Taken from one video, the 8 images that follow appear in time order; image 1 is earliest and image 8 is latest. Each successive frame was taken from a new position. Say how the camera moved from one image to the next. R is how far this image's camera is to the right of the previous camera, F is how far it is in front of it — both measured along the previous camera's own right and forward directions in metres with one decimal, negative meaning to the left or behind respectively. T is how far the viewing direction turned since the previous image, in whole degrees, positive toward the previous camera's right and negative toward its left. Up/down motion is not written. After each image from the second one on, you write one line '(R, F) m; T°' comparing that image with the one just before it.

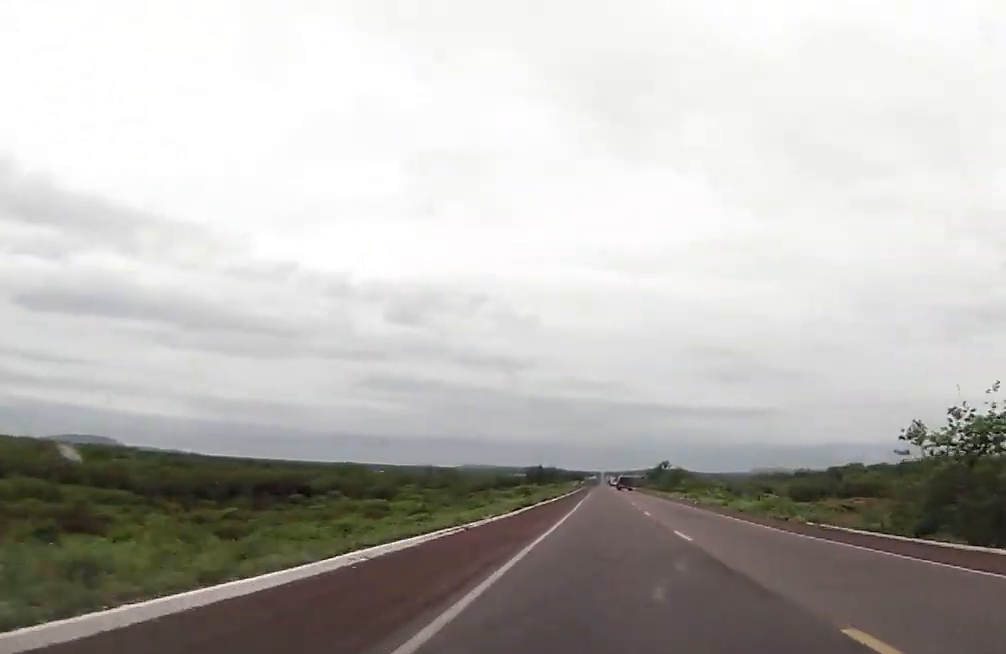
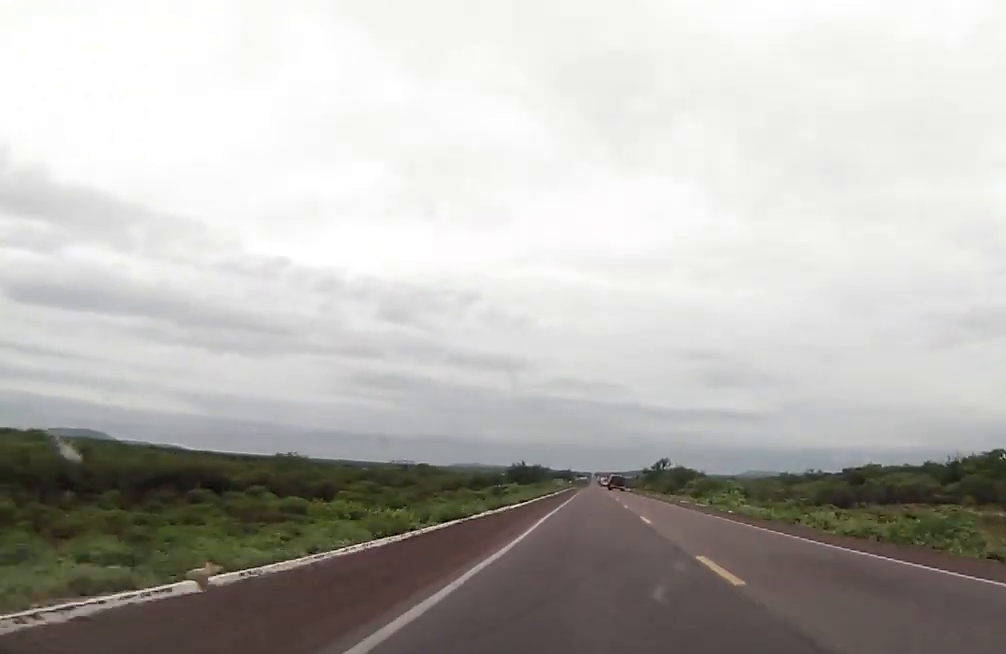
(0.0, +24.6) m; +1°
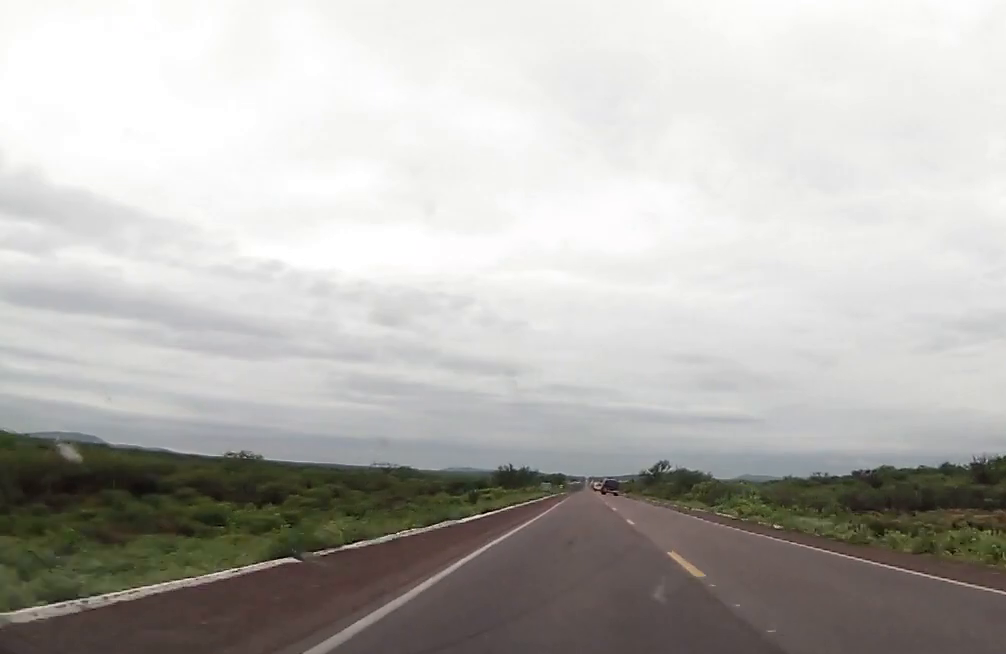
(-0.2, +15.1) m; +1°
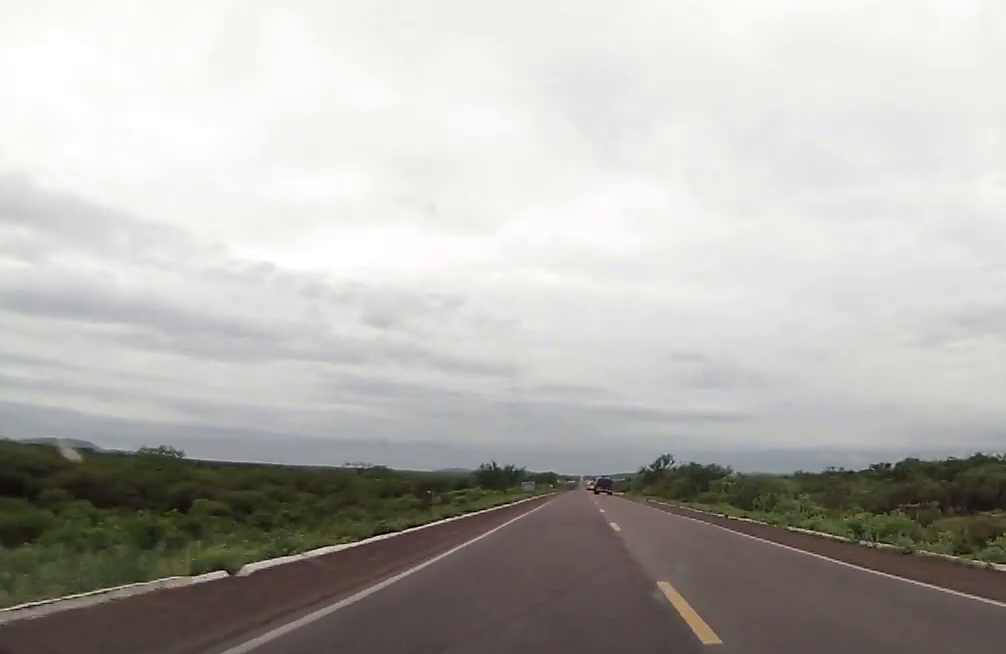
(+0.4, +20.7) m; +1°
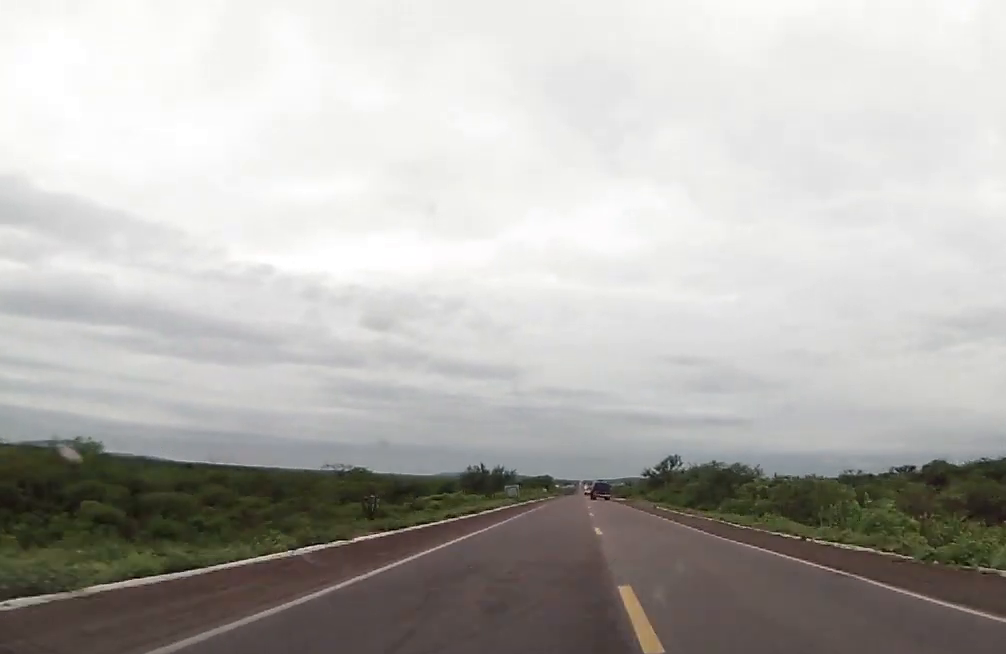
(+0.4, +16.4) m; 0°
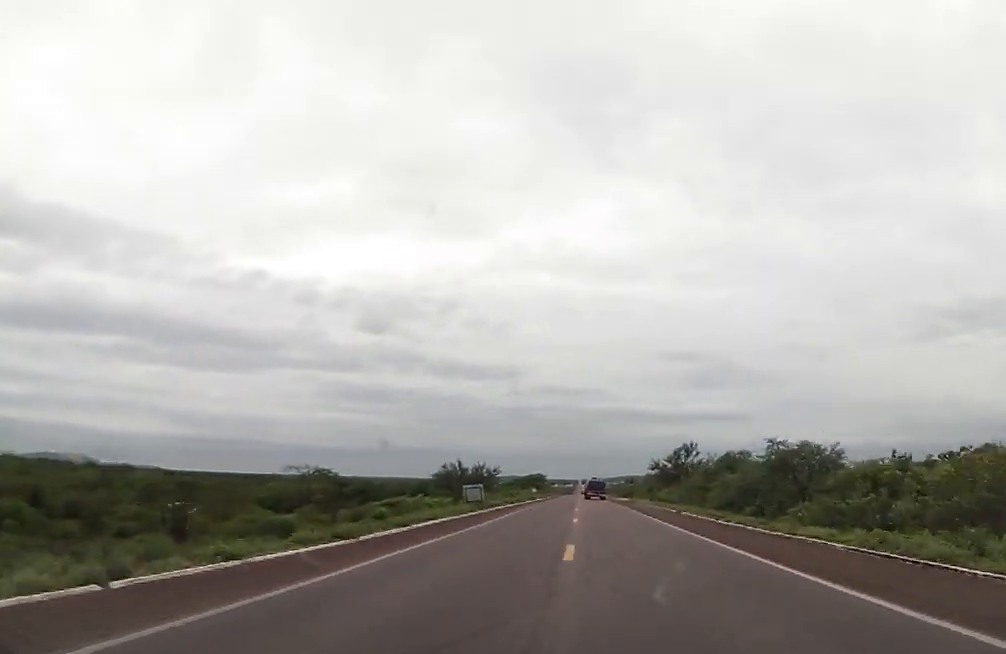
(-0.5, +24.5) m; 0°
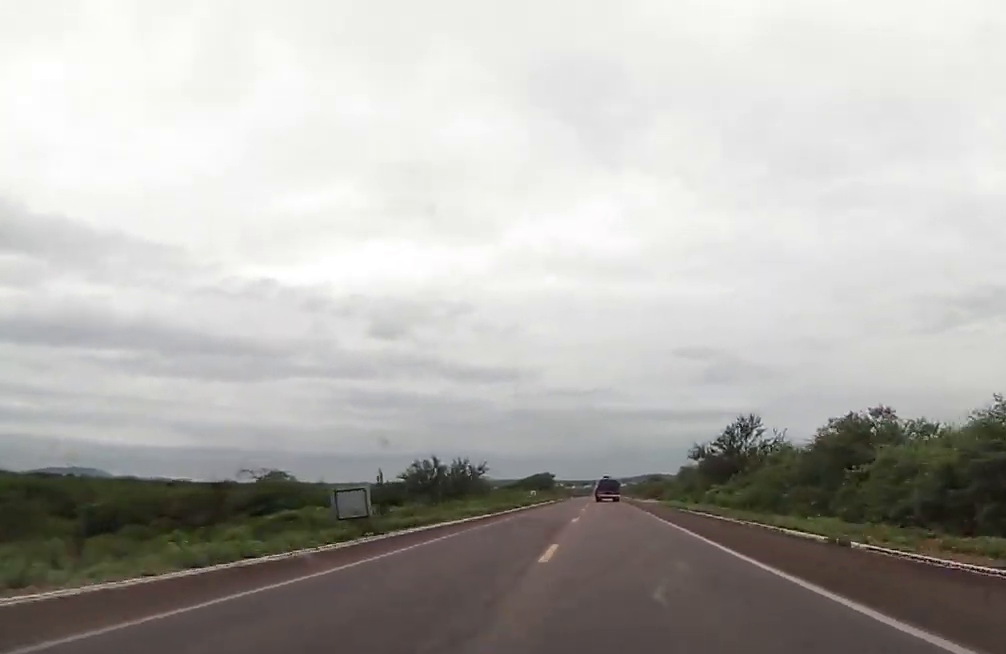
(+0.1, +32.6) m; 0°
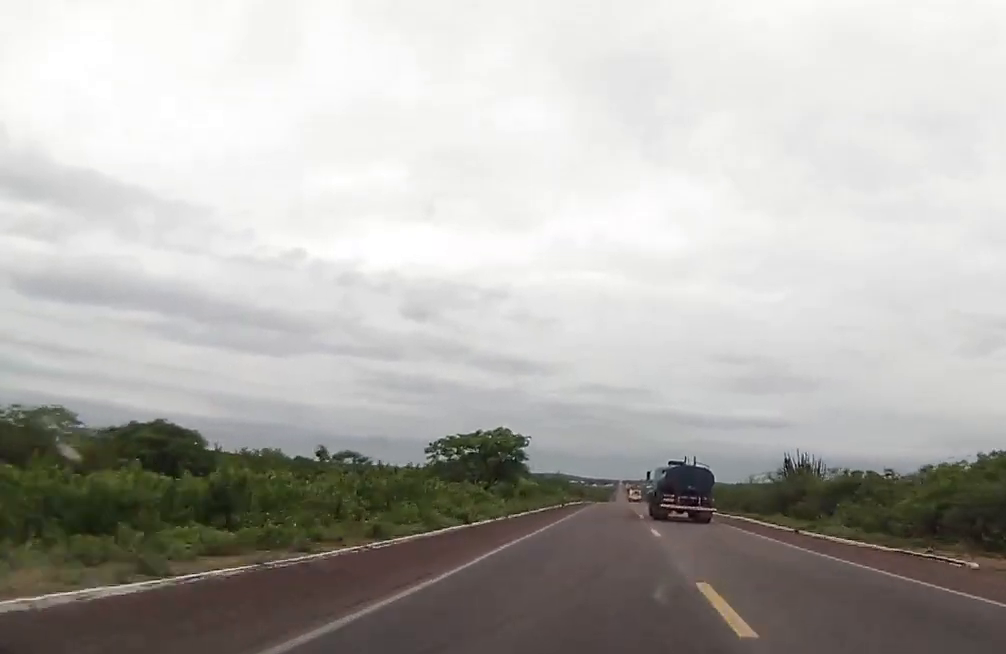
(-2.8, +119.6) m; -3°
